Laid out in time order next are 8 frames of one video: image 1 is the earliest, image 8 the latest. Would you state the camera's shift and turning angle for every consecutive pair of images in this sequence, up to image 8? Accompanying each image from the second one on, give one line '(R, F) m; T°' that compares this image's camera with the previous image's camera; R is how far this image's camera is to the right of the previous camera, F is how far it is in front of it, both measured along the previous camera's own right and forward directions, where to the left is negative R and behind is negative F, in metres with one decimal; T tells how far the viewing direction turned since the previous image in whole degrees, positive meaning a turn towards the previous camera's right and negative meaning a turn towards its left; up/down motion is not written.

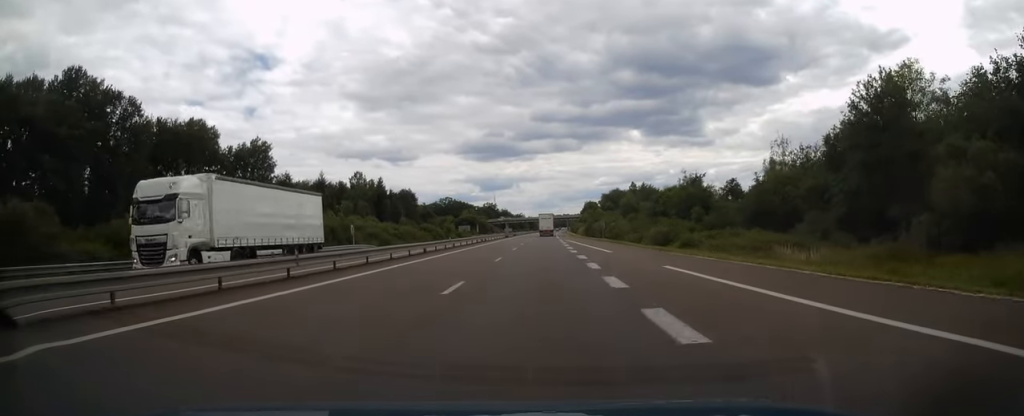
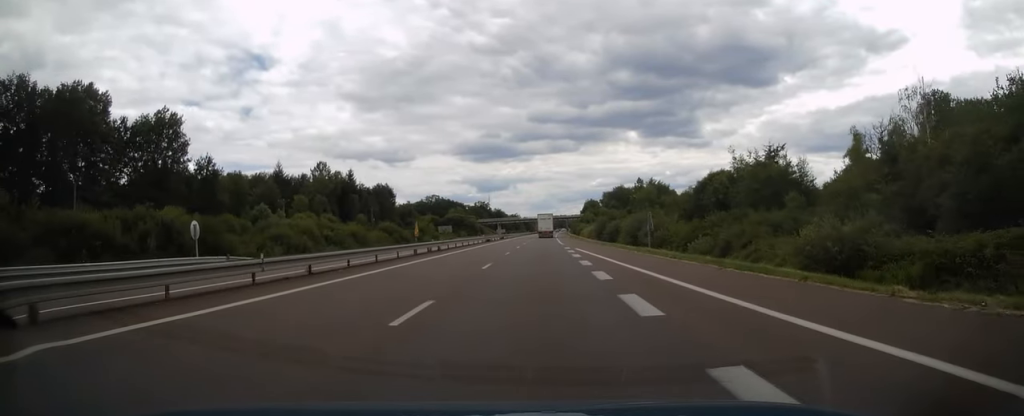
(+0.1, +30.1) m; 0°
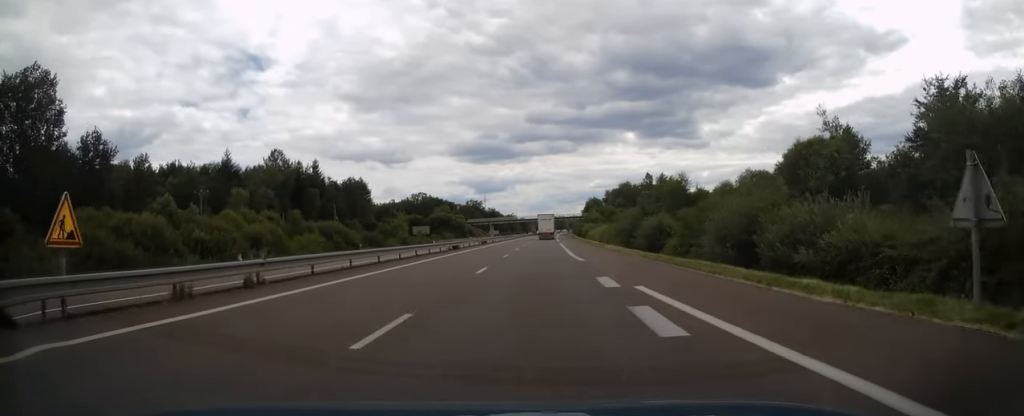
(+0.1, +27.6) m; 0°
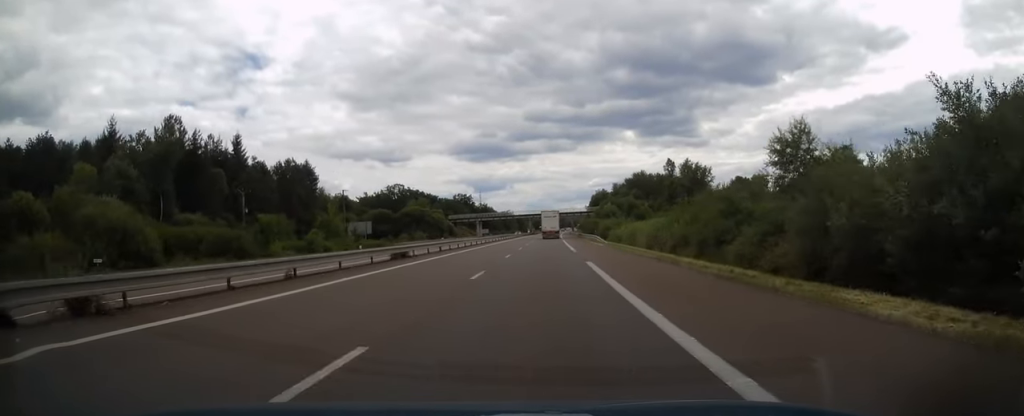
(0.0, +41.2) m; 0°
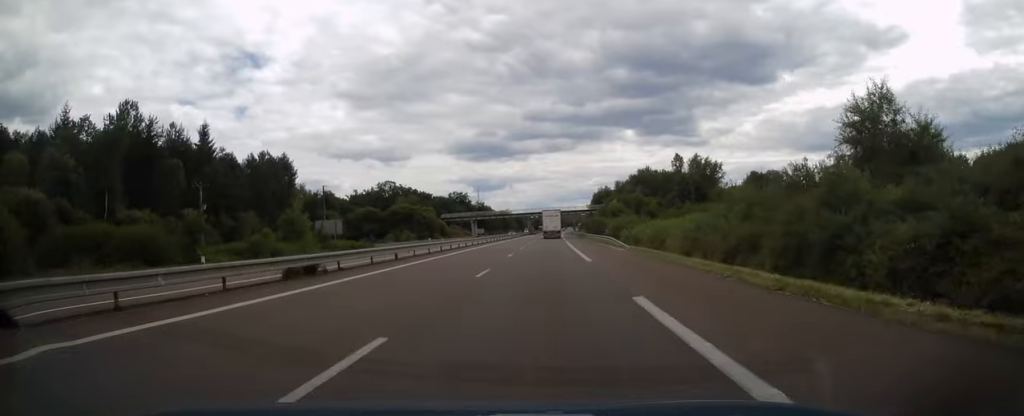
(0.0, +12.2) m; 0°
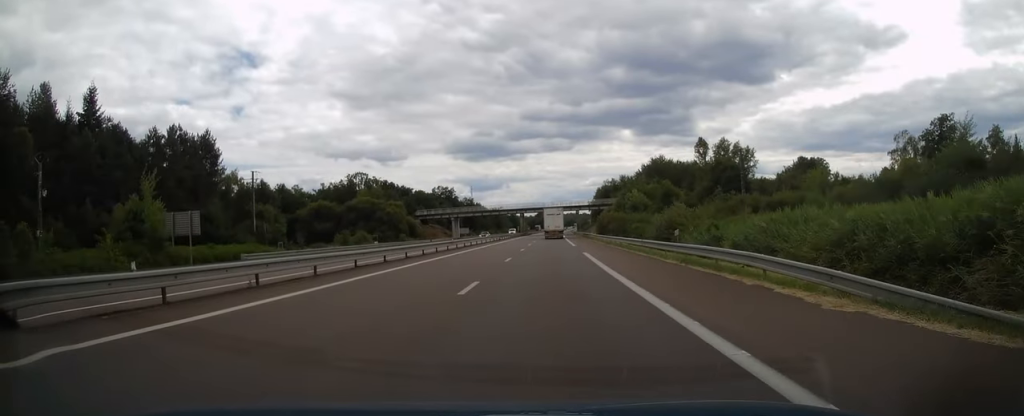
(+0.1, +30.6) m; 0°
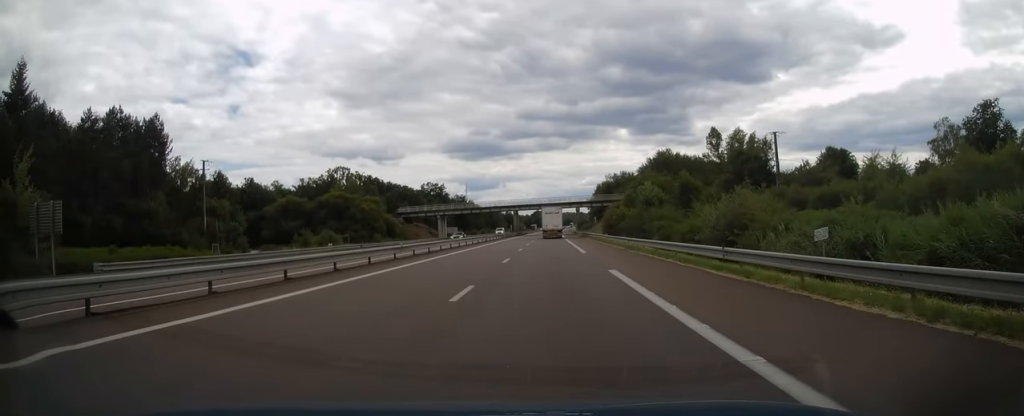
(0.0, +14.3) m; 0°
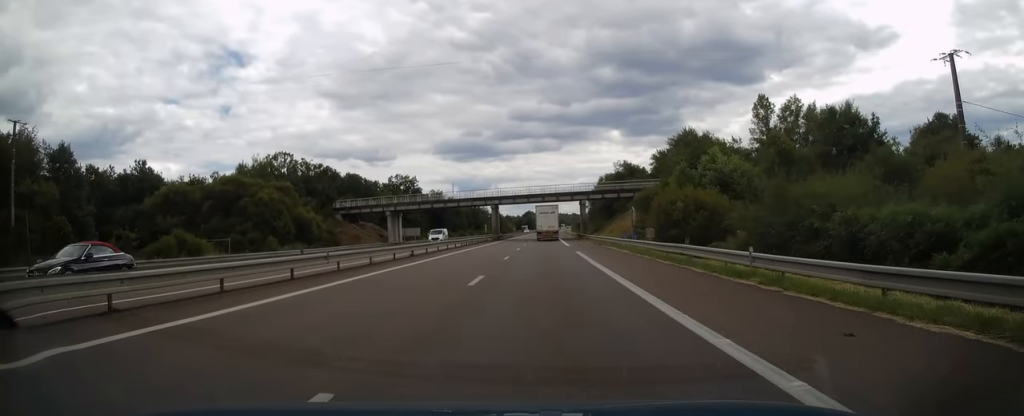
(+0.1, +35.7) m; +1°
